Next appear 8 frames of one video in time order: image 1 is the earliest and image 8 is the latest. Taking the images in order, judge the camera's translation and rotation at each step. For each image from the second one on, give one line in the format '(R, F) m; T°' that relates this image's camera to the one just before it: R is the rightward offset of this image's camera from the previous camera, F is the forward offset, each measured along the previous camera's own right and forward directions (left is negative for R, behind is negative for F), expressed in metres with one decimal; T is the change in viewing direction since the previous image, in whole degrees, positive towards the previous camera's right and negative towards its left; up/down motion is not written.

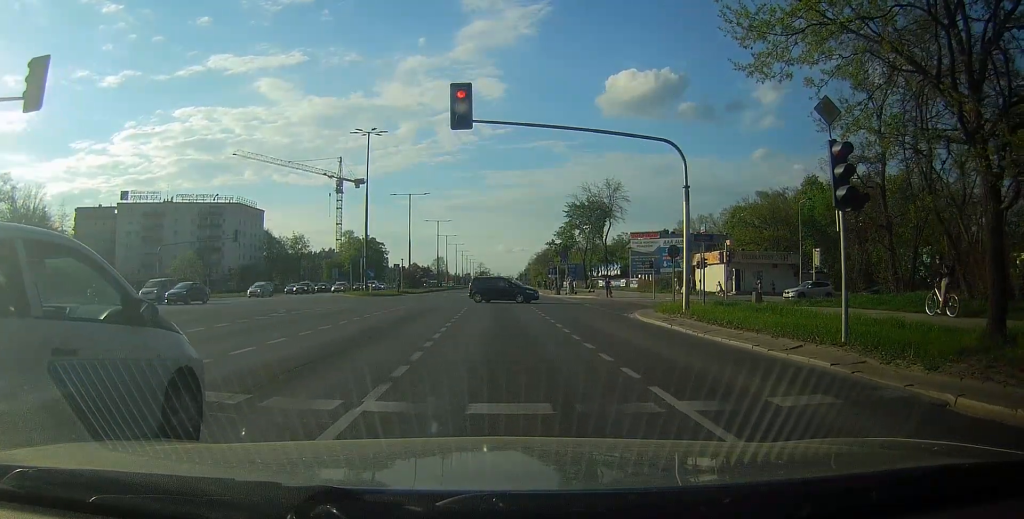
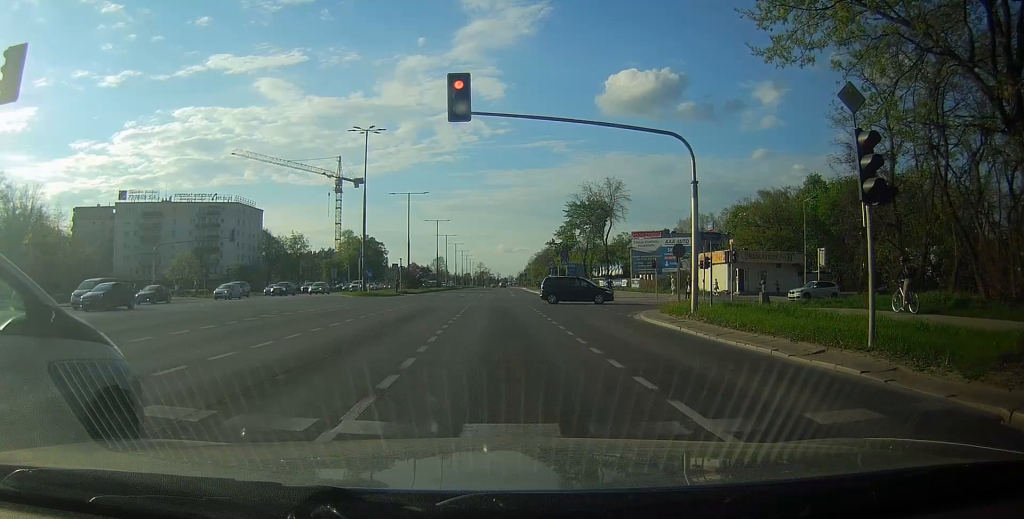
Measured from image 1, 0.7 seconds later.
(-0.3, +0.7) m; 0°
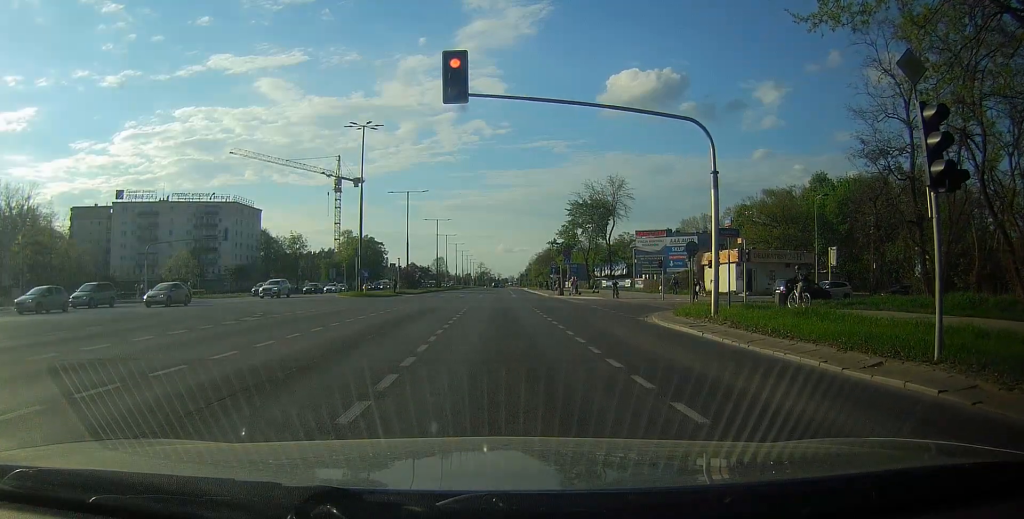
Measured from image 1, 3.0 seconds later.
(-0.5, +1.5) m; 0°
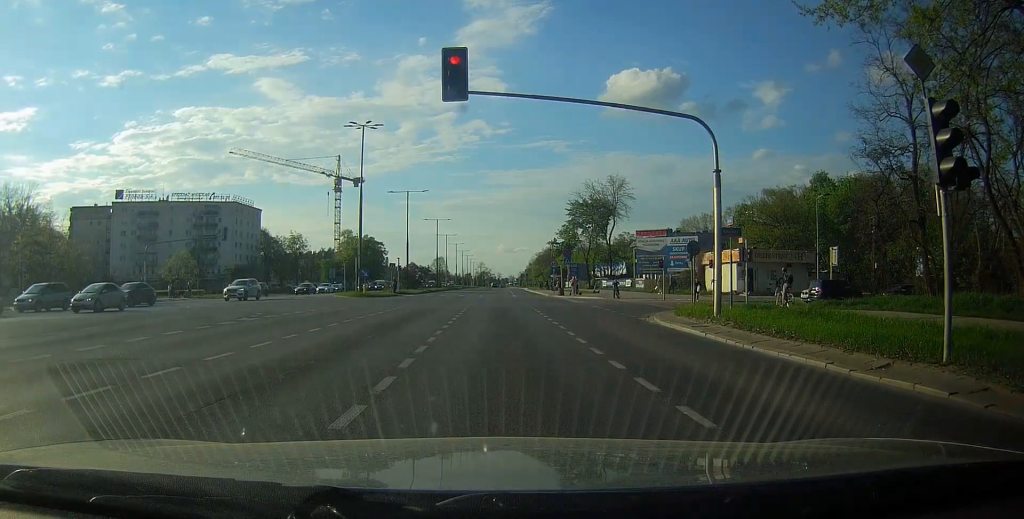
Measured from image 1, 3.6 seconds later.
(-0.1, +0.2) m; 0°
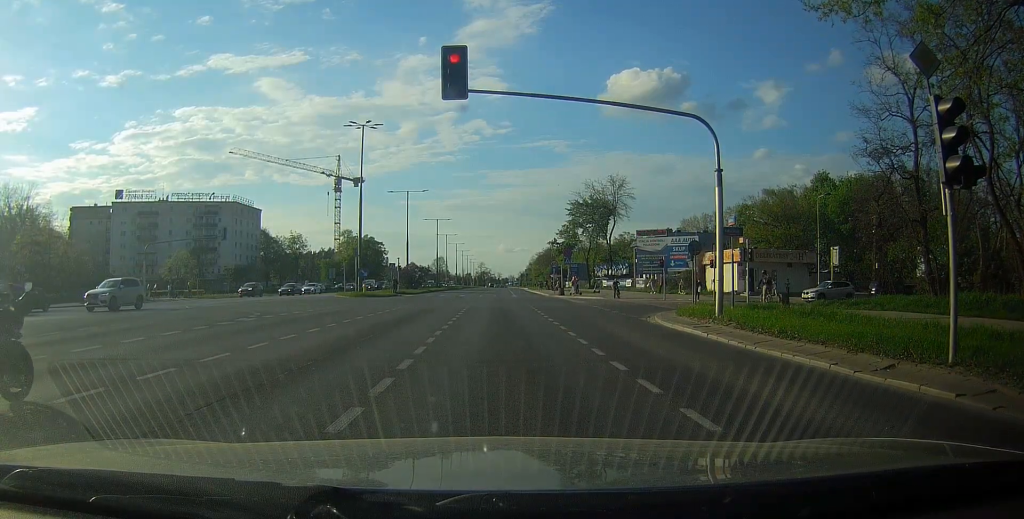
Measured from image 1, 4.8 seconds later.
(-0.2, +0.2) m; 0°
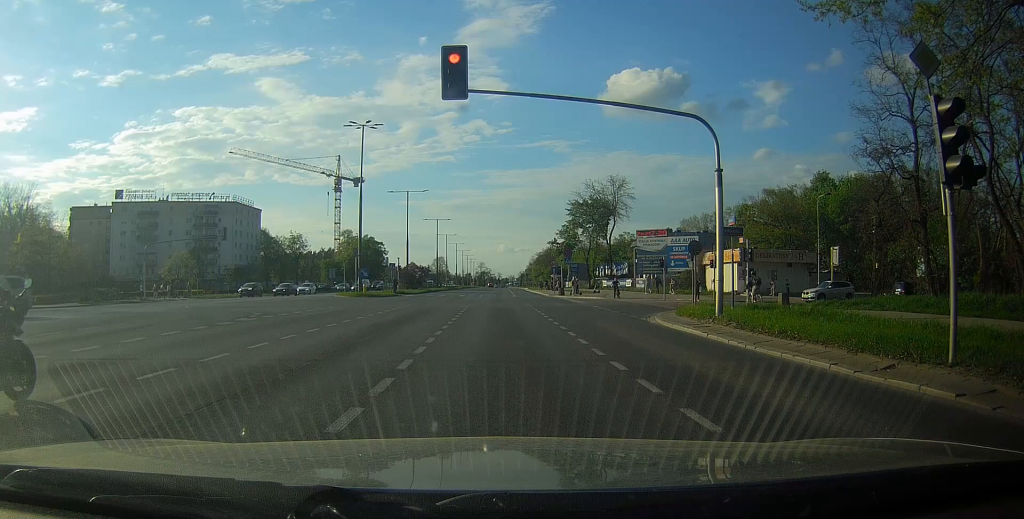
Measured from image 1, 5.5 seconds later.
(0.0, 0.0) m; 0°
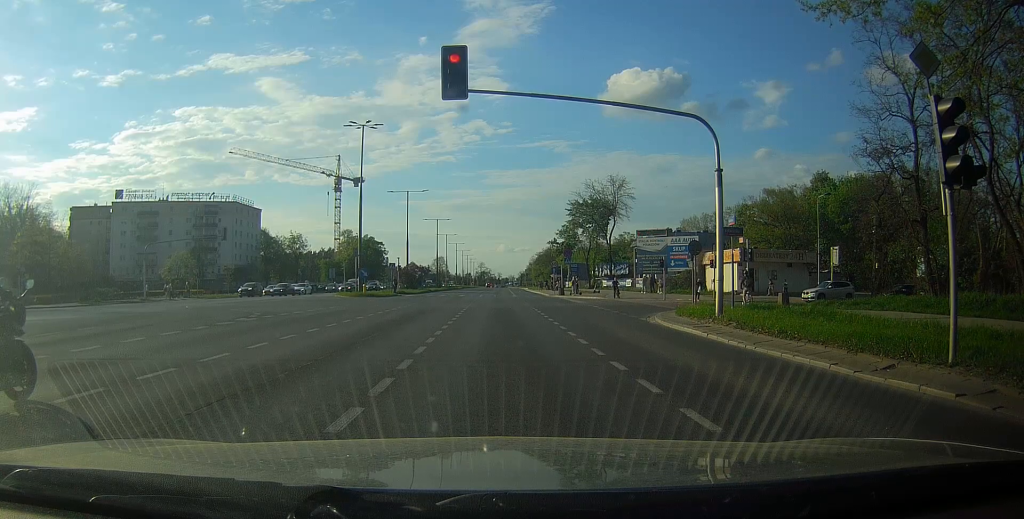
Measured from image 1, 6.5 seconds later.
(0.0, 0.0) m; 0°
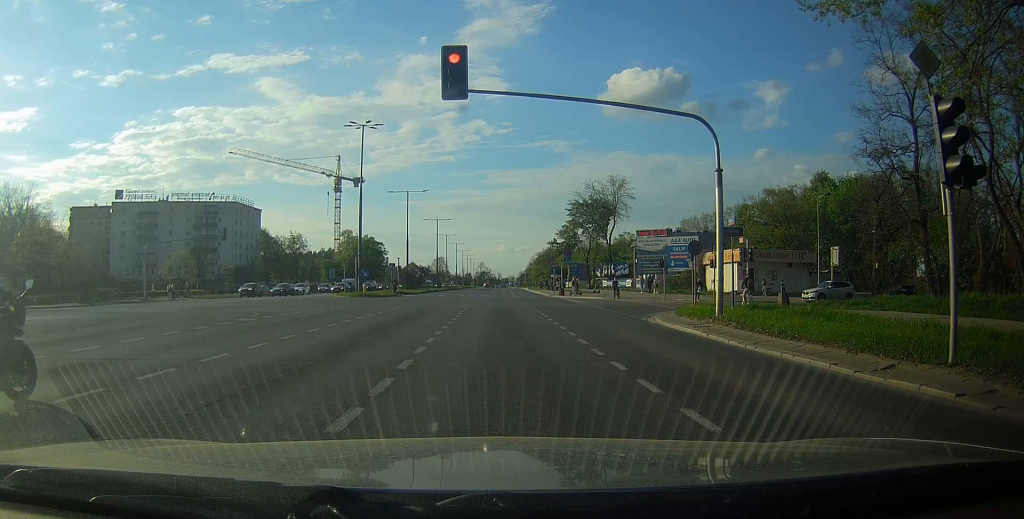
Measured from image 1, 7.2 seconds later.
(0.0, 0.0) m; 0°
